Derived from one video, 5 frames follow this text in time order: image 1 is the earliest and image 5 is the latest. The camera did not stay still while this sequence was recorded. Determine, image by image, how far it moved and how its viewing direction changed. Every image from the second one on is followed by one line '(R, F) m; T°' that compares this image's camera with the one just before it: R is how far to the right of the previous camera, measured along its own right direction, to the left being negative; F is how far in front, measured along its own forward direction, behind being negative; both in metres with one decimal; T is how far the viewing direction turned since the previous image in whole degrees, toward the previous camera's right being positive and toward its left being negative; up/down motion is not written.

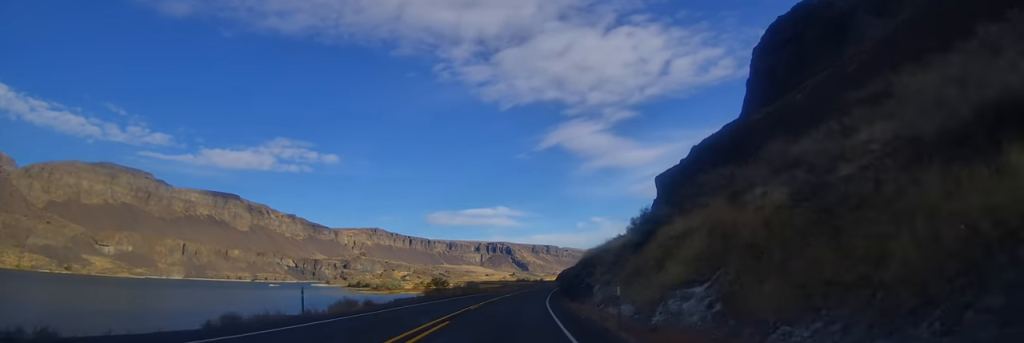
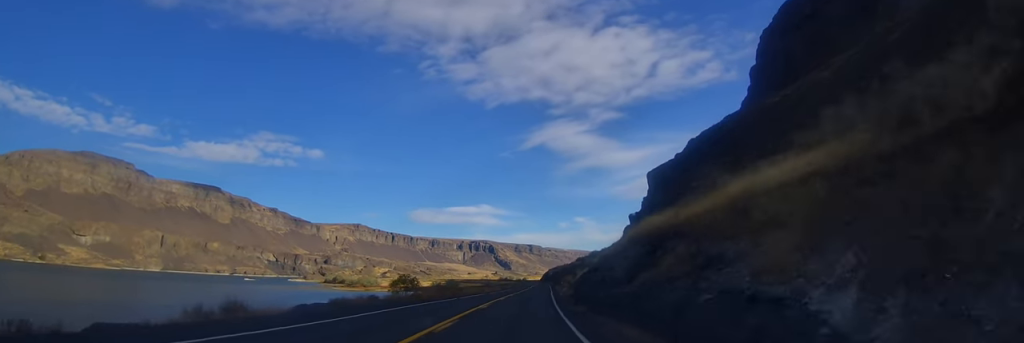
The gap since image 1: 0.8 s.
(+0.5, +23.2) m; +2°
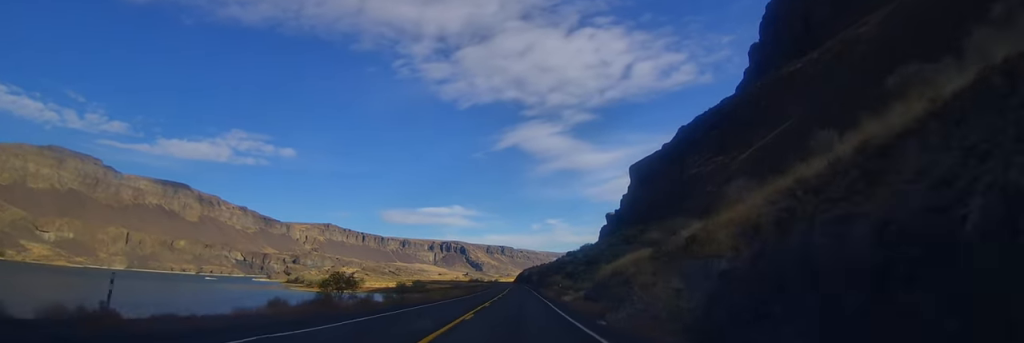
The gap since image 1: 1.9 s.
(+0.8, +32.0) m; +2°
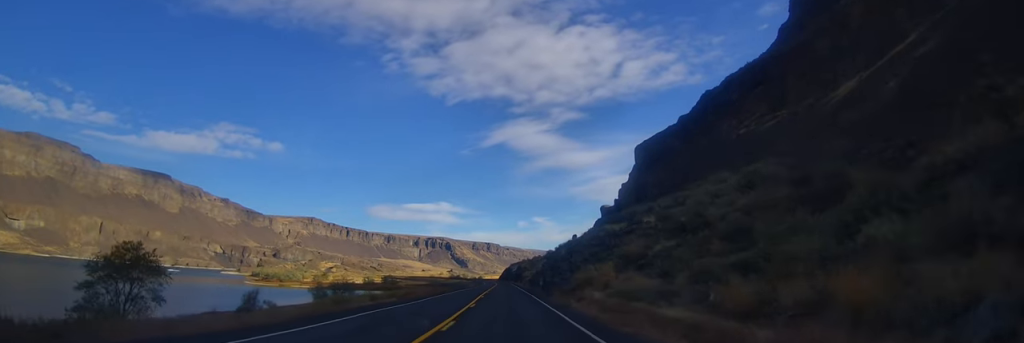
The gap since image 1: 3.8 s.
(+1.0, +54.5) m; +2°
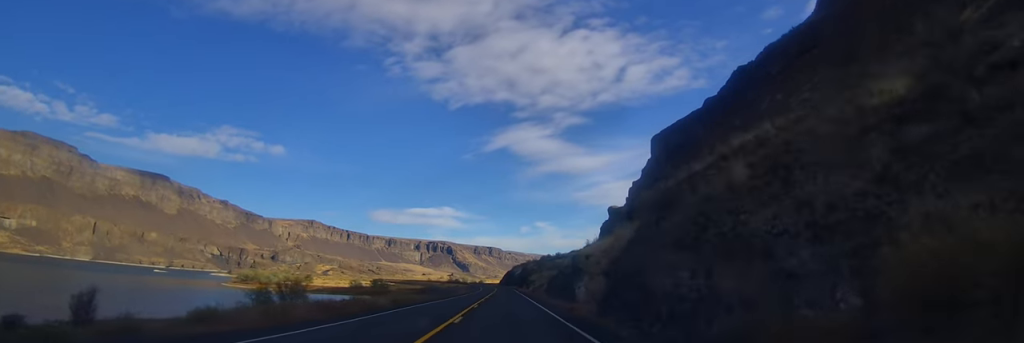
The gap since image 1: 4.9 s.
(+0.3, +33.1) m; +1°
